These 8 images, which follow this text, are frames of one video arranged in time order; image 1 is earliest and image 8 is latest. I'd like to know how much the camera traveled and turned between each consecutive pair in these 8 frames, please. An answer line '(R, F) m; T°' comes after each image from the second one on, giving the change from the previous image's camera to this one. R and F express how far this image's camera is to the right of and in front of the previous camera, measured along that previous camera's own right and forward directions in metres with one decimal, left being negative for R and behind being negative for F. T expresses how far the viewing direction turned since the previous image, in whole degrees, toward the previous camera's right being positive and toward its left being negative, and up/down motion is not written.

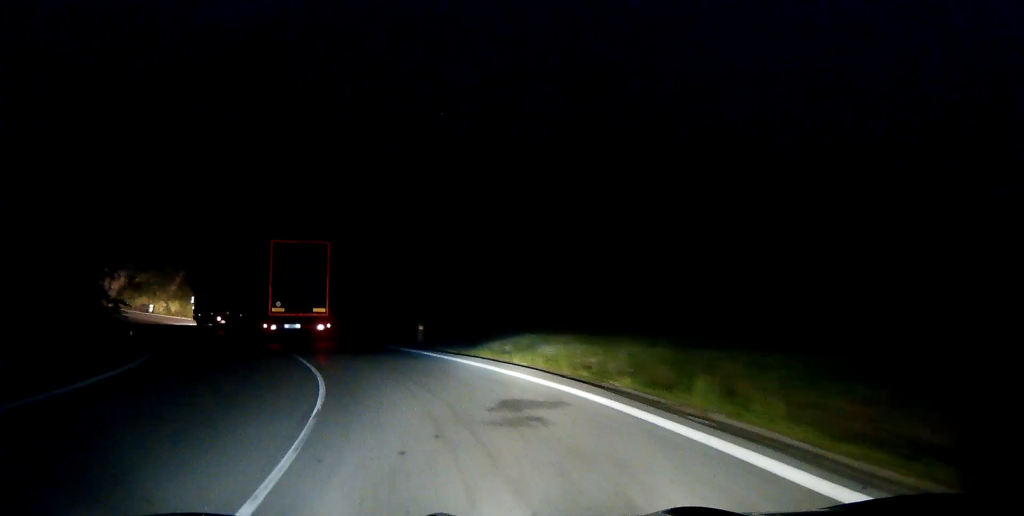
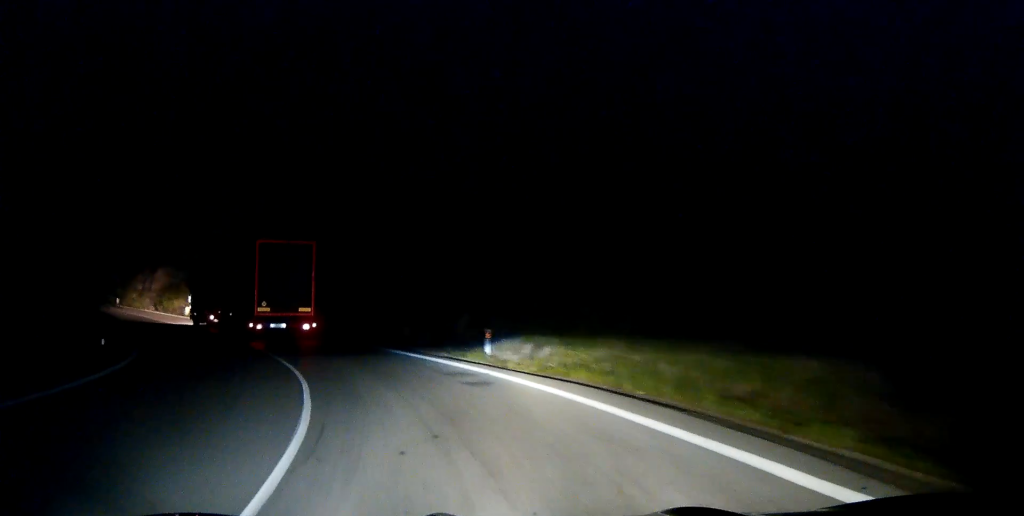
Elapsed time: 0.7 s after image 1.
(0.0, +6.6) m; -4°
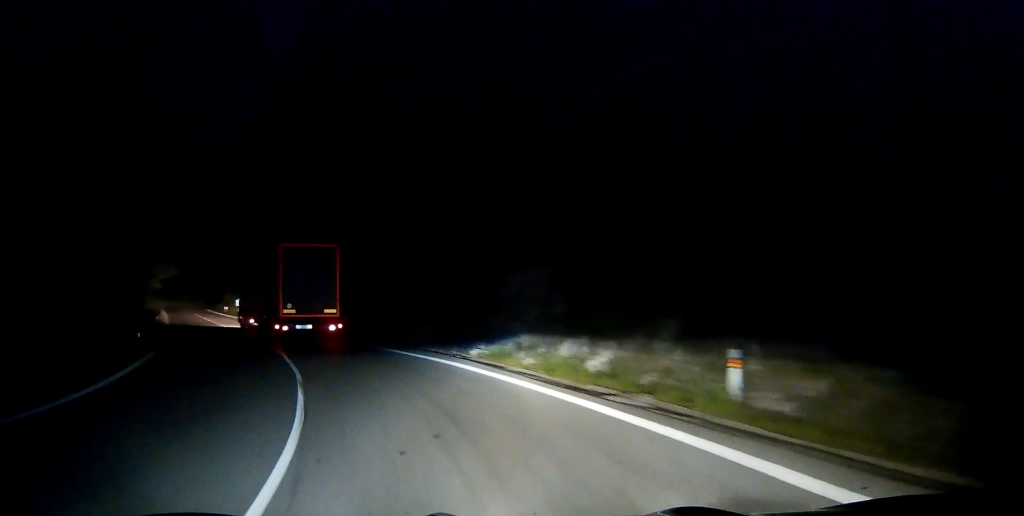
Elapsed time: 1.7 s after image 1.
(-1.0, +10.7) m; -11°
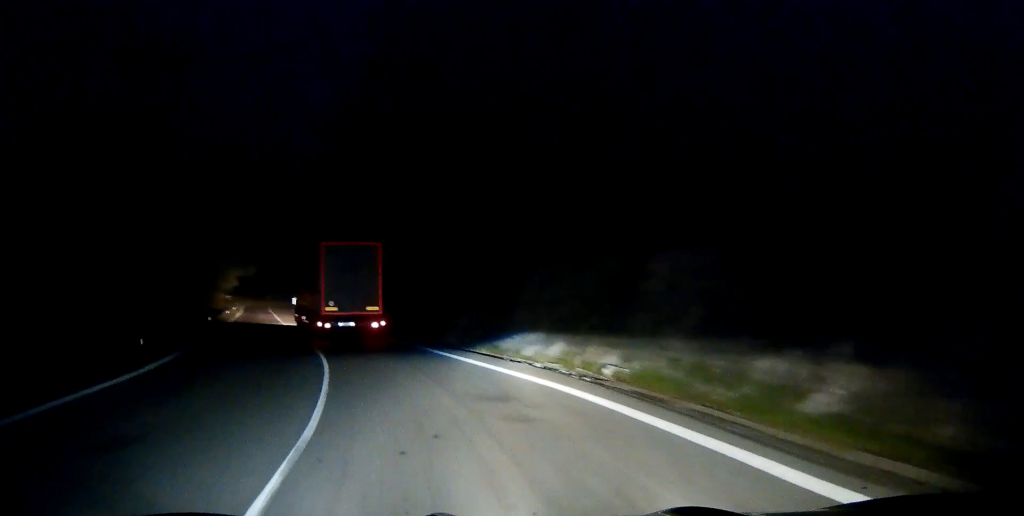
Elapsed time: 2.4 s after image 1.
(-0.5, +7.4) m; -8°
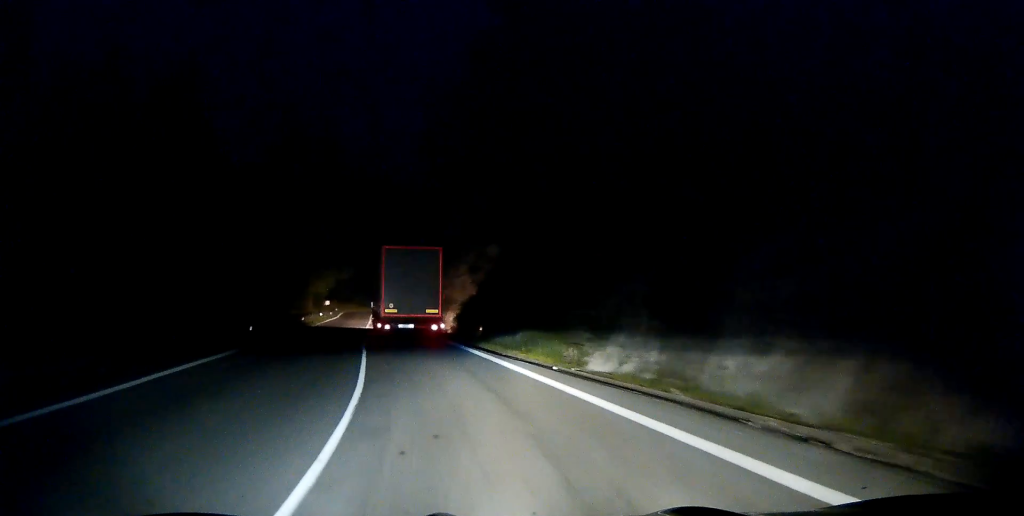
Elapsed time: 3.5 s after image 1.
(-1.0, +11.1) m; -7°
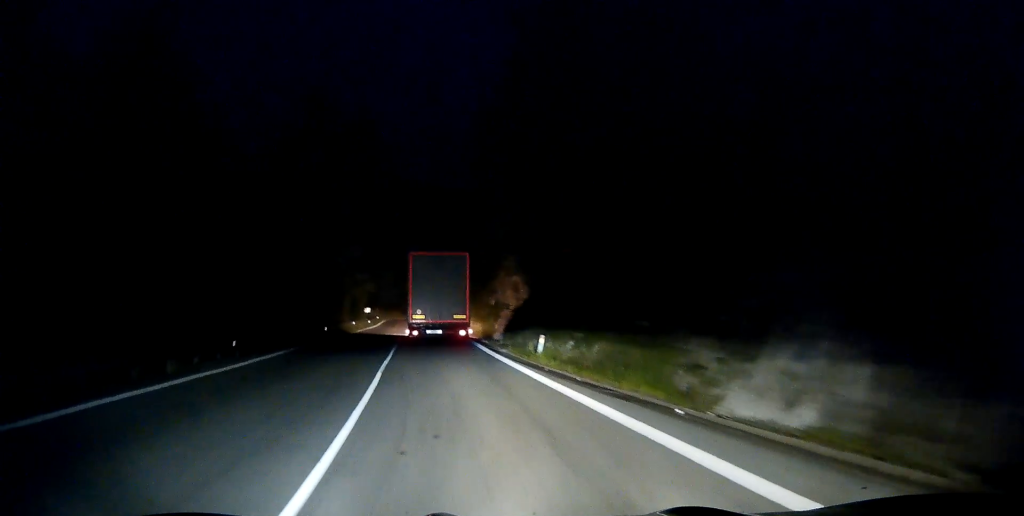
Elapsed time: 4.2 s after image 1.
(-0.2, +7.5) m; -2°
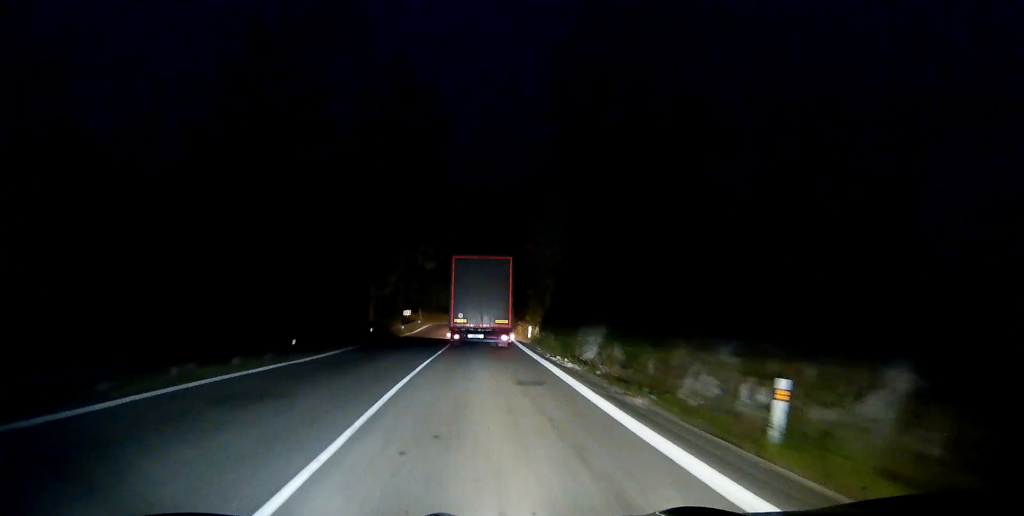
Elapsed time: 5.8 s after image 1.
(-0.6, +17.8) m; -2°
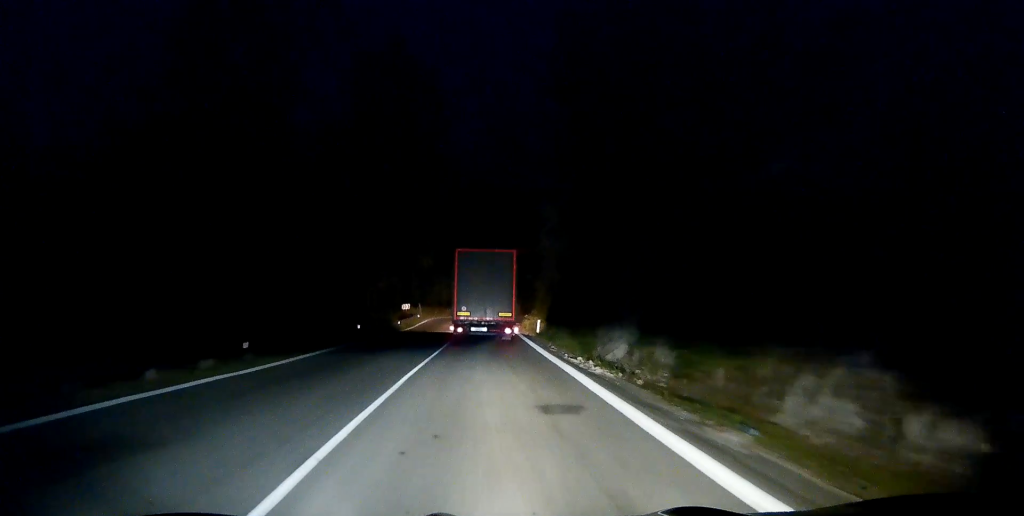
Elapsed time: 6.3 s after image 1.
(0.0, +5.3) m; 0°
